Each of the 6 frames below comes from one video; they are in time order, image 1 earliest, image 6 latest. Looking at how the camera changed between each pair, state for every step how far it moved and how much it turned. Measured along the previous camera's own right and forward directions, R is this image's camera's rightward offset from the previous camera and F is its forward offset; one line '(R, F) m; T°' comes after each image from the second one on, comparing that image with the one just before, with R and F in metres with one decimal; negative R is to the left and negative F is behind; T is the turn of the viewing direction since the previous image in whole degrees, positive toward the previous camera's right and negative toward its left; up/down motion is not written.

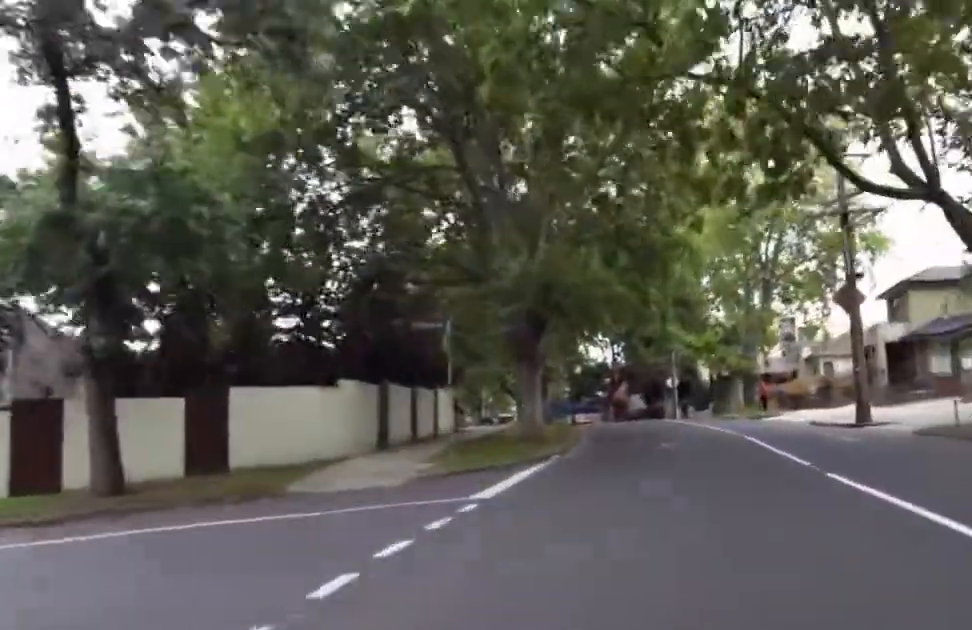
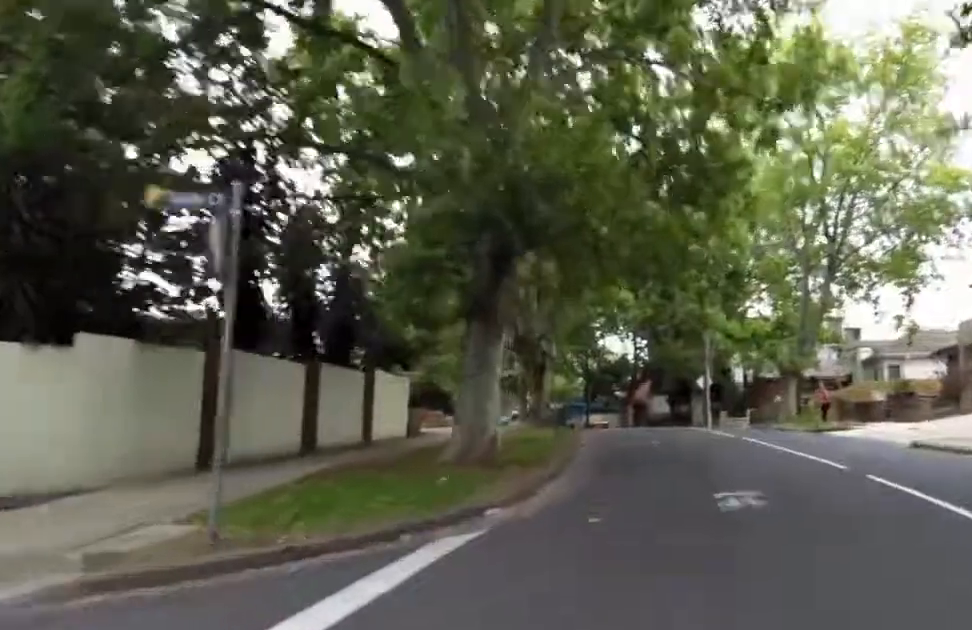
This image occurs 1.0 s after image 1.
(+1.4, +8.4) m; -4°
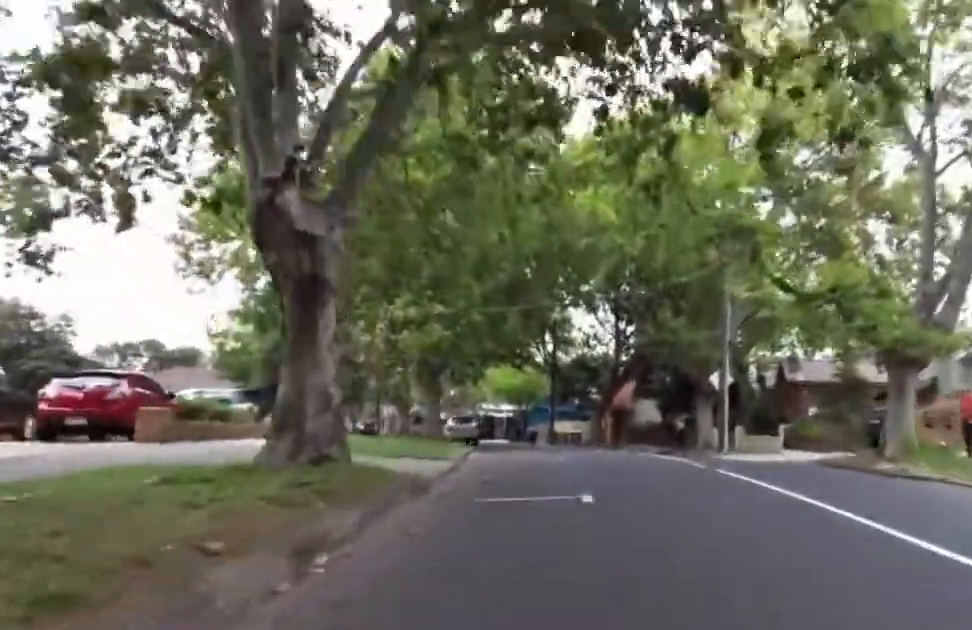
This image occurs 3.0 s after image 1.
(-1.2, +16.4) m; +6°
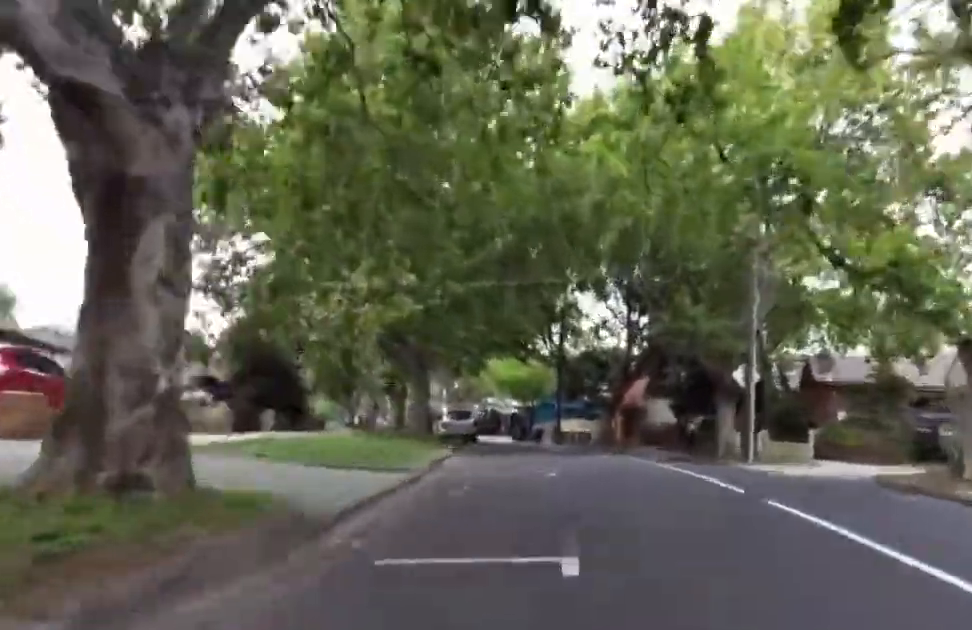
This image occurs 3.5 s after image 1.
(0.0, +3.4) m; -3°
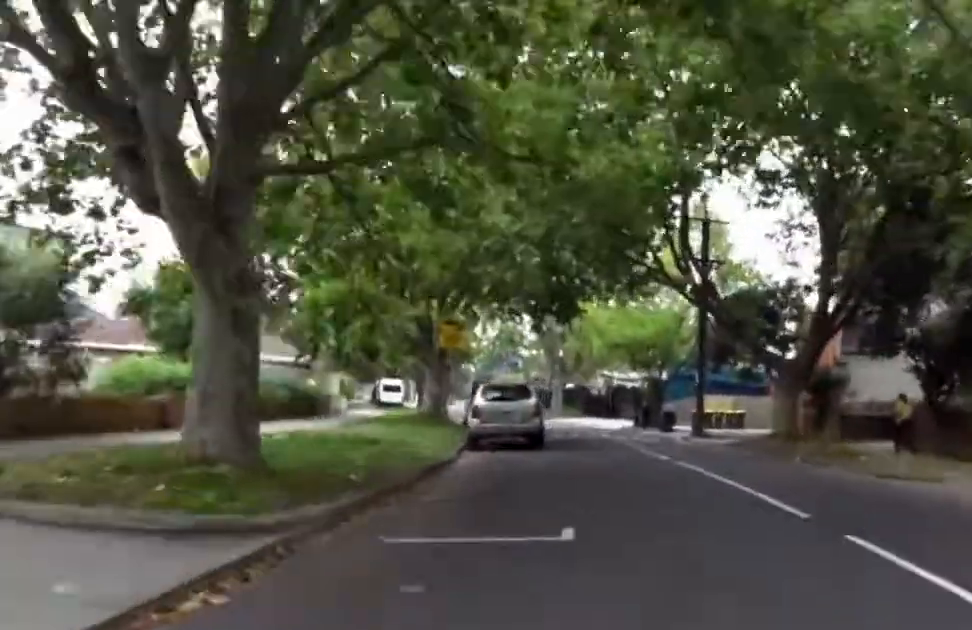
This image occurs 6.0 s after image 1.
(-3.6, +18.9) m; -21°
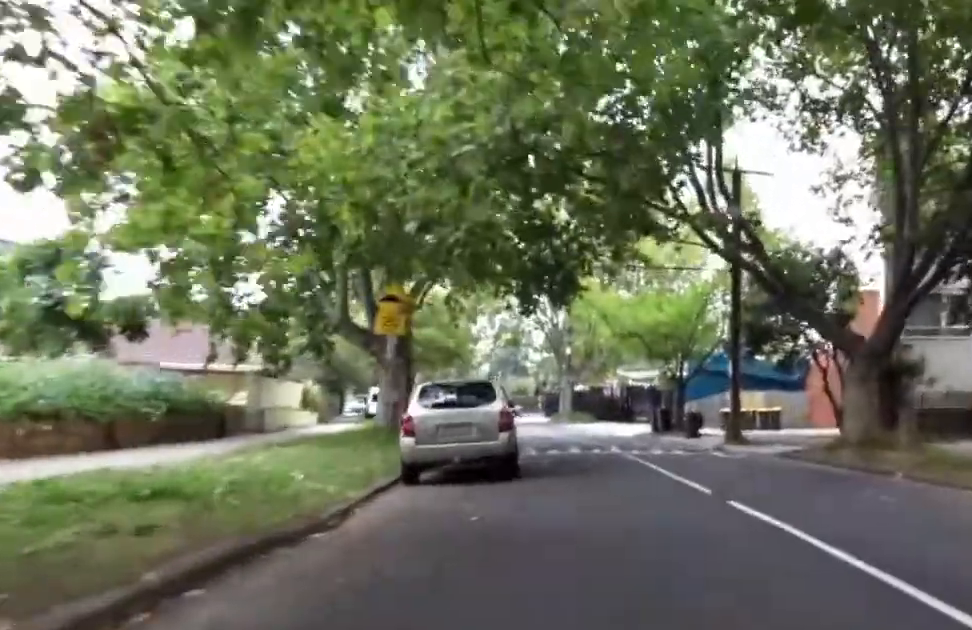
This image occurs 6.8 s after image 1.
(-0.8, +5.9) m; -3°
